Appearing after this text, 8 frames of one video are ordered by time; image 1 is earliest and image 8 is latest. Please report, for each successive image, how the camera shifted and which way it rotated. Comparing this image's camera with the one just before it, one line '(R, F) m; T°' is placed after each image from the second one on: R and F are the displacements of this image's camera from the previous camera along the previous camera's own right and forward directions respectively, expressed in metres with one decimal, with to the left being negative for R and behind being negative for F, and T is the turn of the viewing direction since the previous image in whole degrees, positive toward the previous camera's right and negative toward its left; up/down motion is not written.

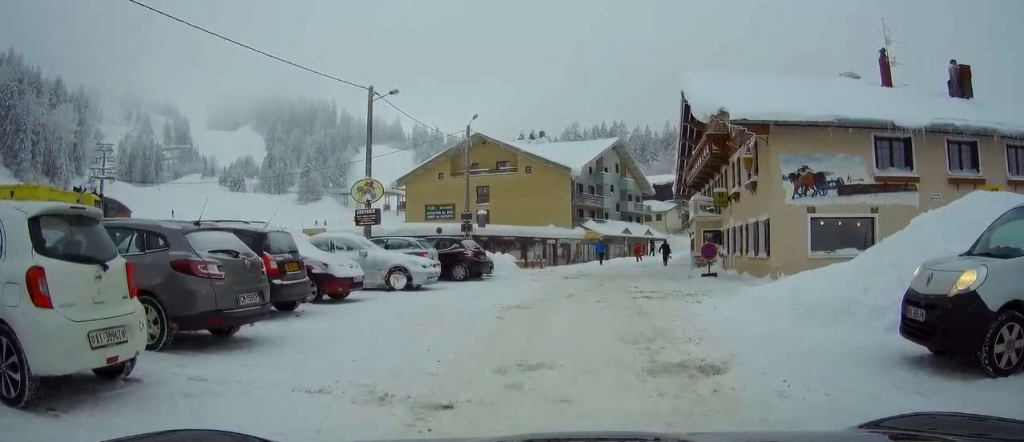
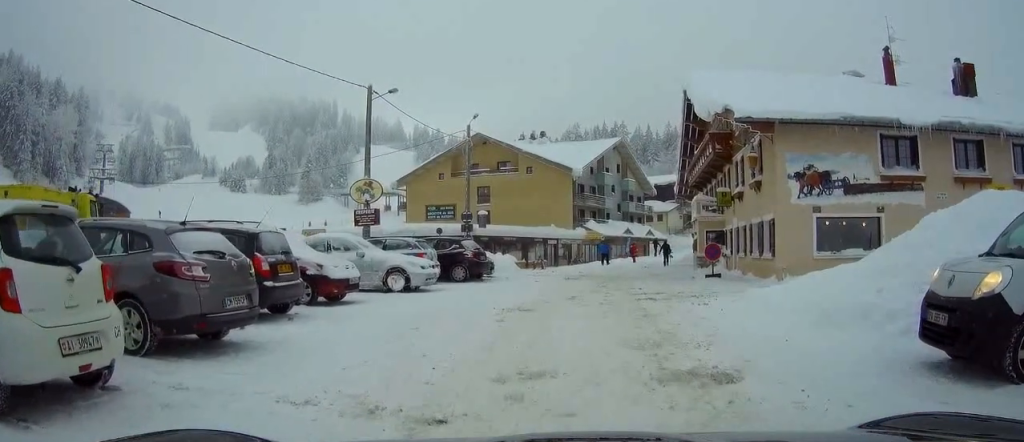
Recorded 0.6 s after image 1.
(+0.1, +0.5) m; 0°
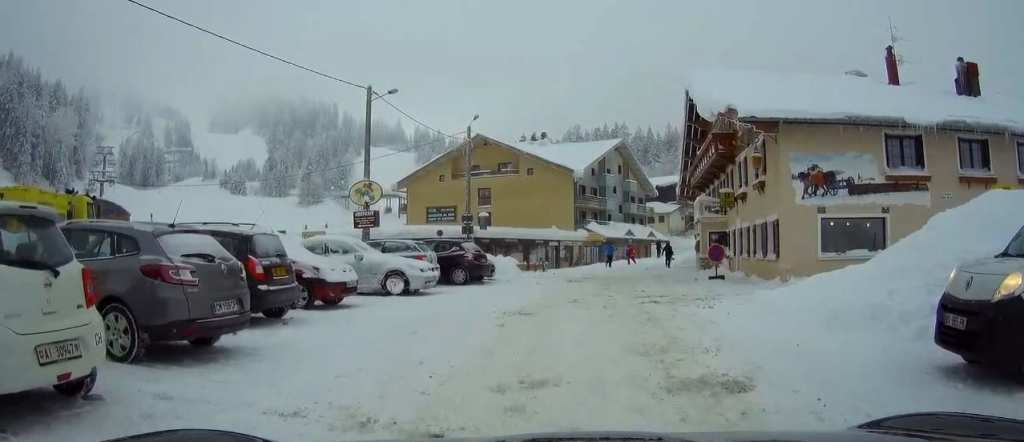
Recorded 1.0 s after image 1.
(0.0, +0.3) m; 0°
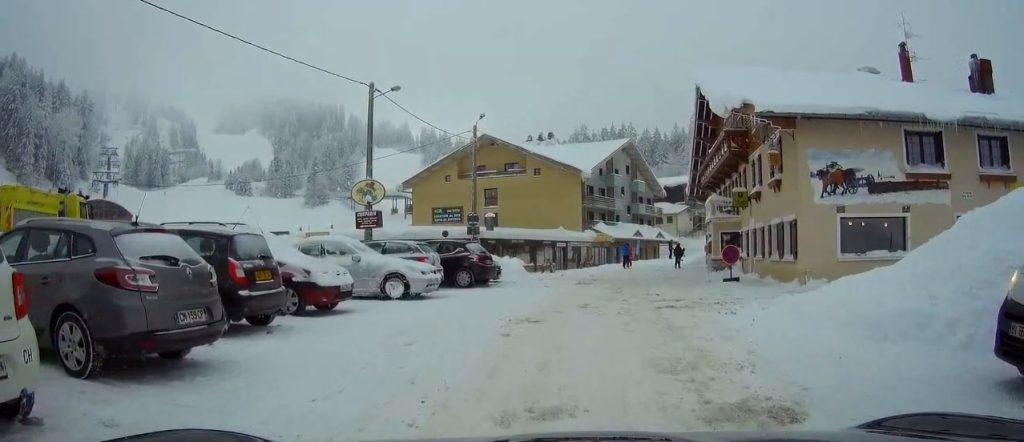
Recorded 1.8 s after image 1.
(+0.1, +0.8) m; 0°
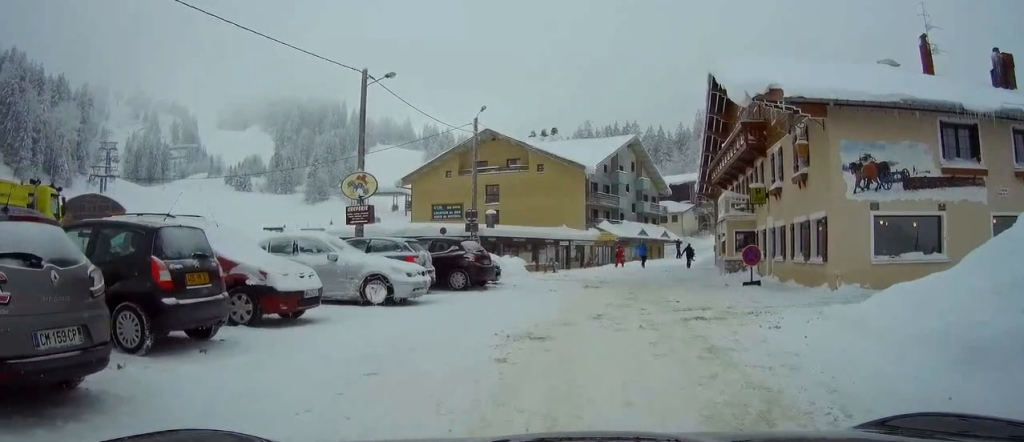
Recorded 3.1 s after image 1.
(0.0, +1.9) m; +1°
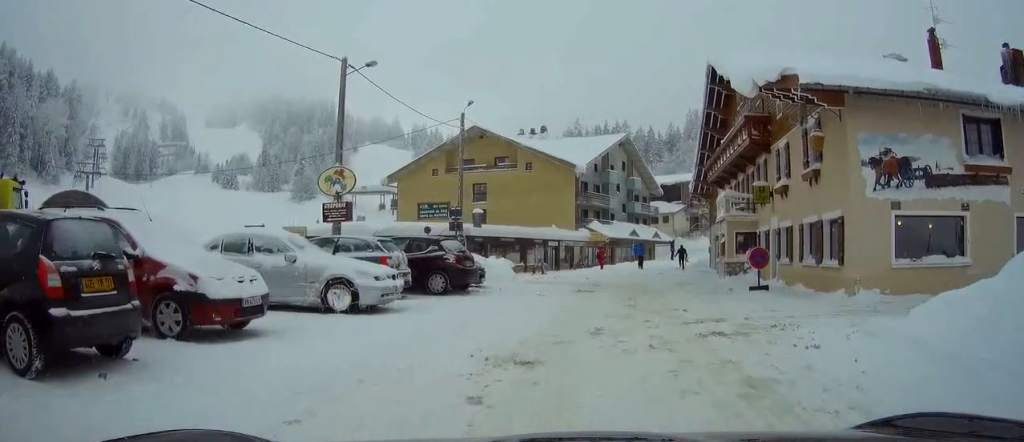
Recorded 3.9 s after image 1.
(0.0, +1.6) m; 0°
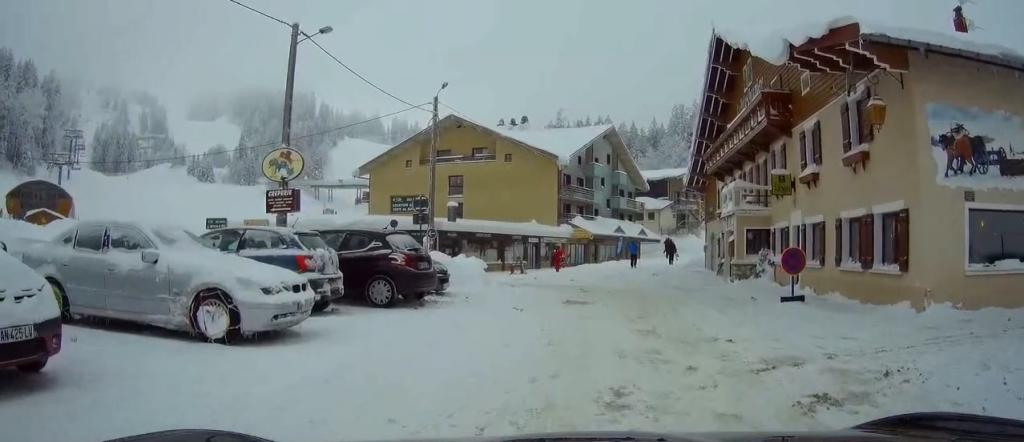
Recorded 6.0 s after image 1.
(-0.1, +4.3) m; +1°
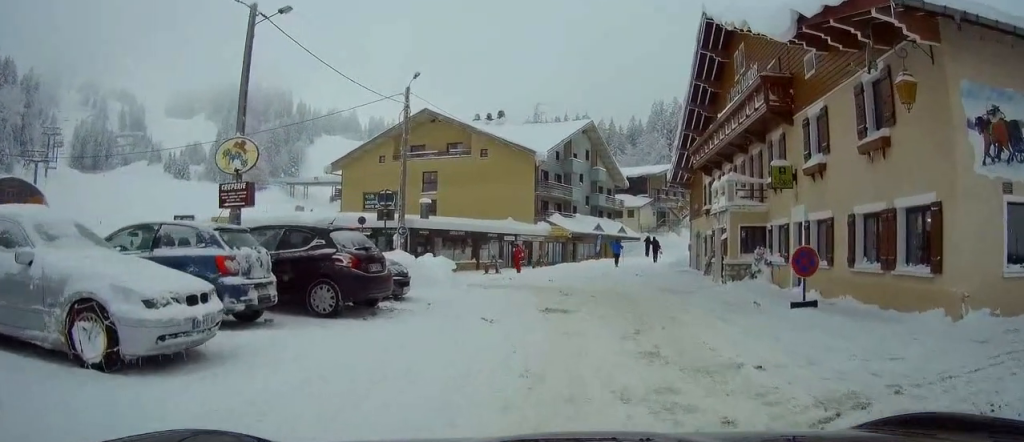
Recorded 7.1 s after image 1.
(+0.1, +2.1) m; +4°
